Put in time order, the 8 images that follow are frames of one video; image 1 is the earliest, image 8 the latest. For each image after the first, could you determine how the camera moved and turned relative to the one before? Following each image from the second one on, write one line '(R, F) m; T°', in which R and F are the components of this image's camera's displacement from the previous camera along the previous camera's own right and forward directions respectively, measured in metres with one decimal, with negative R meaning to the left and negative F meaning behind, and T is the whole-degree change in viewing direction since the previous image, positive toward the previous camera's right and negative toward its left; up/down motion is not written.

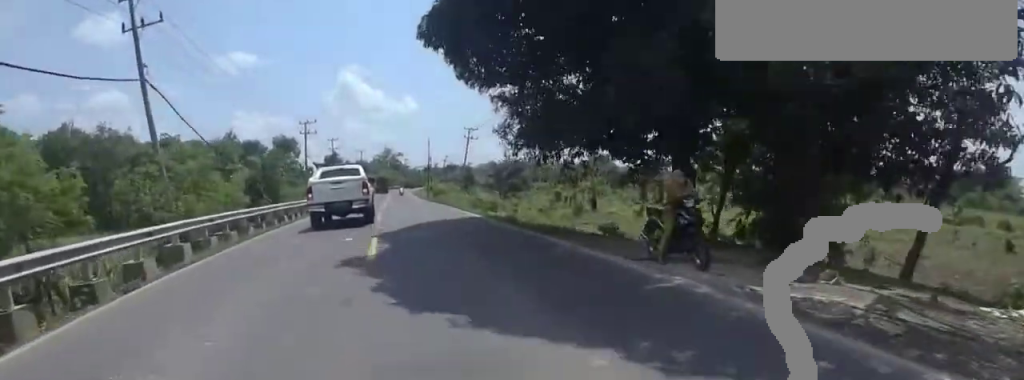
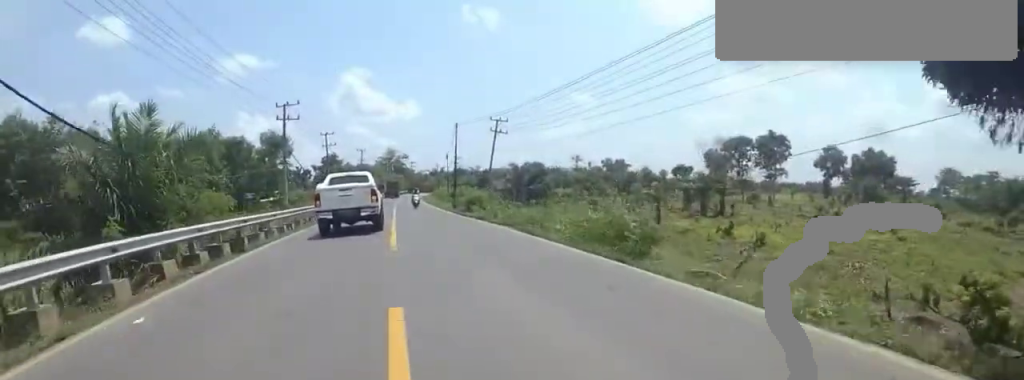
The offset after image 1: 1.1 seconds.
(+0.5, +11.7) m; +3°
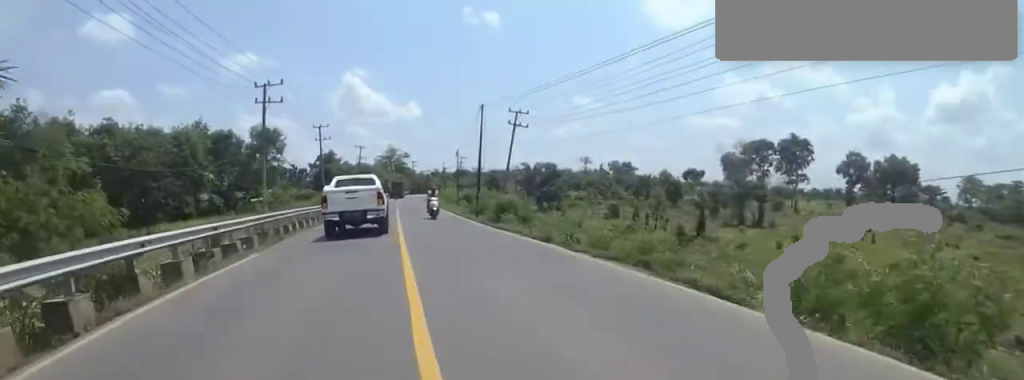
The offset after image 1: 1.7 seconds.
(+0.6, +5.8) m; -8°
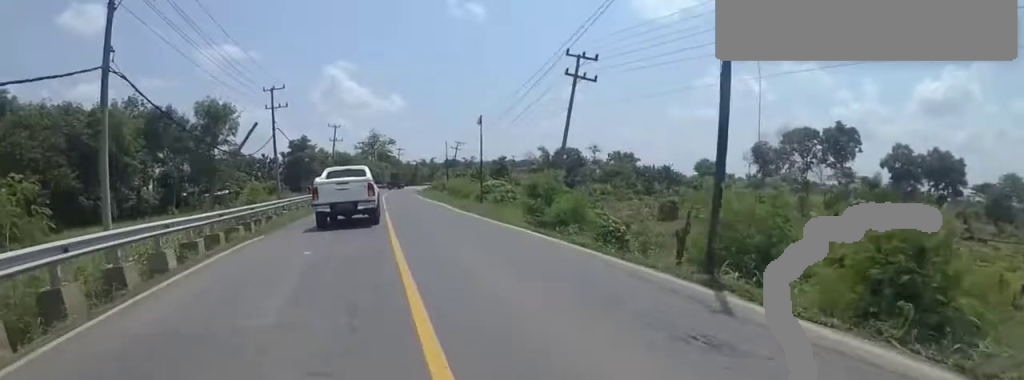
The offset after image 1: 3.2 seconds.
(-3.5, +15.9) m; -16°
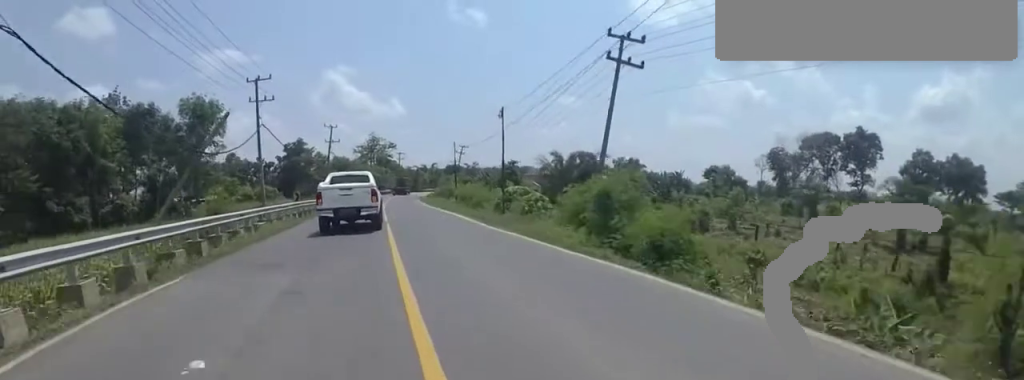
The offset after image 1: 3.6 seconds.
(0.0, +5.4) m; 0°
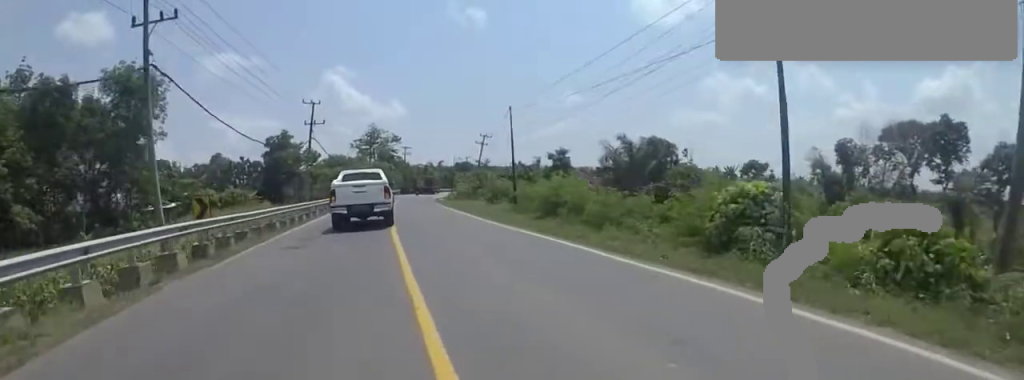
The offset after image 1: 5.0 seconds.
(0.0, +18.1) m; +1°
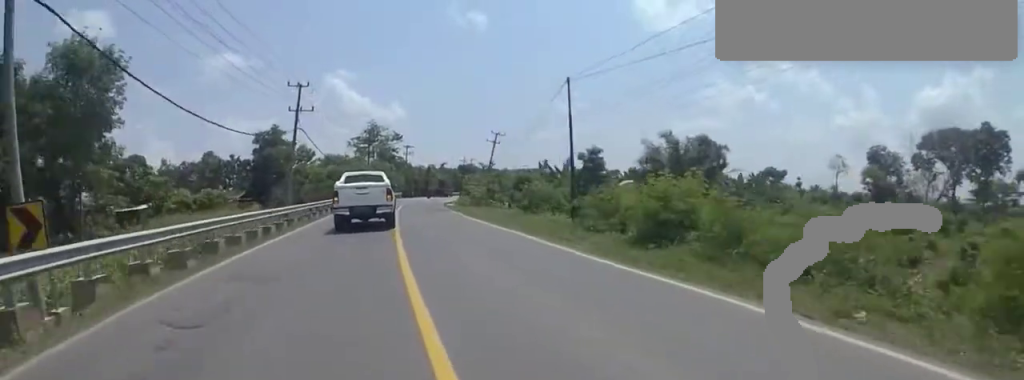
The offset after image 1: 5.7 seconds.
(-0.1, +8.1) m; +5°
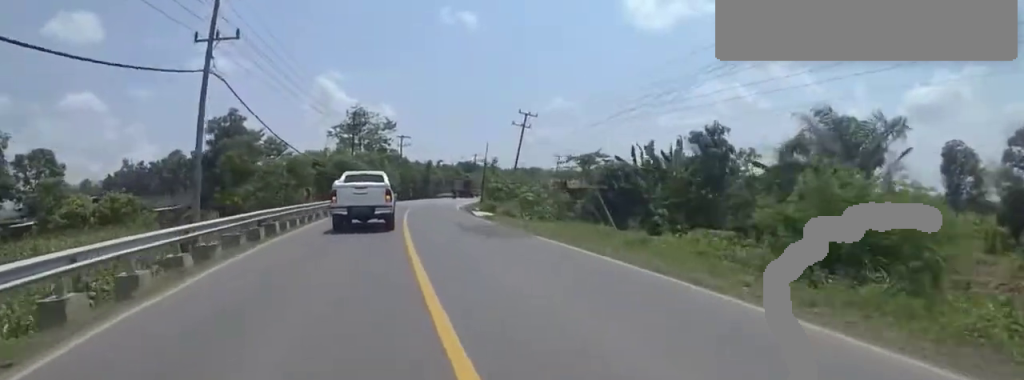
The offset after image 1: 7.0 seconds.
(+1.8, +17.0) m; +8°
